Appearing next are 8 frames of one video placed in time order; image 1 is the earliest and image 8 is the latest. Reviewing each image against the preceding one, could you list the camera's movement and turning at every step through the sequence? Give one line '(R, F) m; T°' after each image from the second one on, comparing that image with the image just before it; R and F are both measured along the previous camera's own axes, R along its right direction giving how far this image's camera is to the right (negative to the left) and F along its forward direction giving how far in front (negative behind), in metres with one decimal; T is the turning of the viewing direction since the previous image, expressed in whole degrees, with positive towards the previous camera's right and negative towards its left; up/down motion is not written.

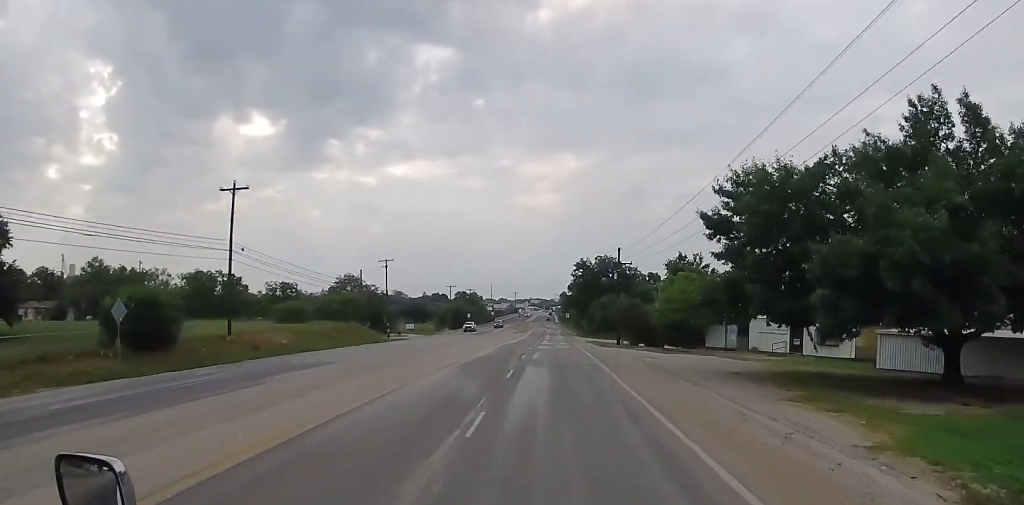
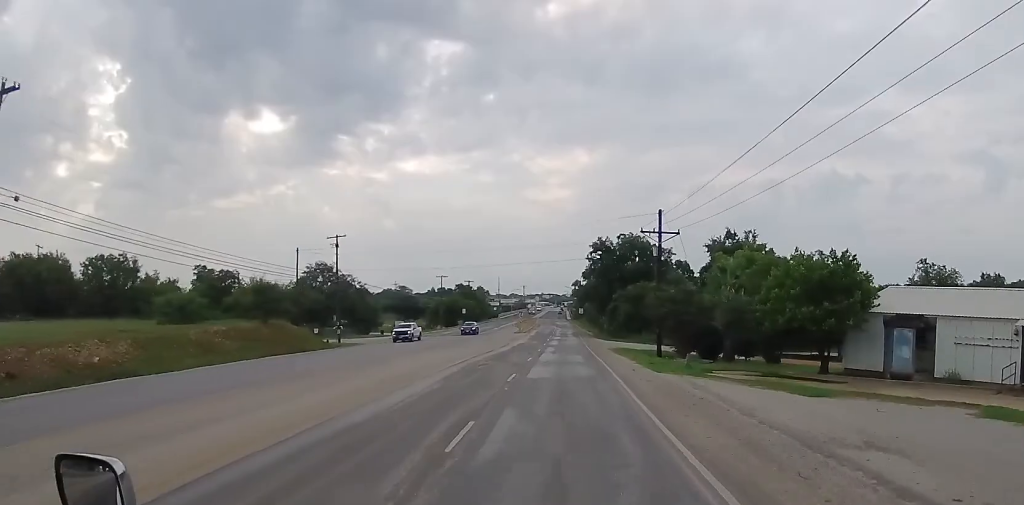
(-0.5, +25.0) m; +1°
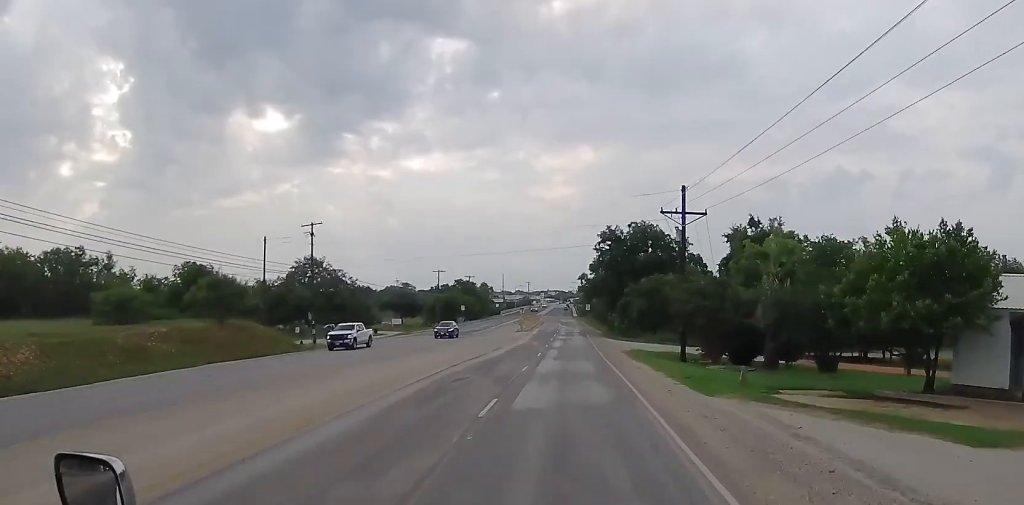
(+0.1, +8.4) m; +1°
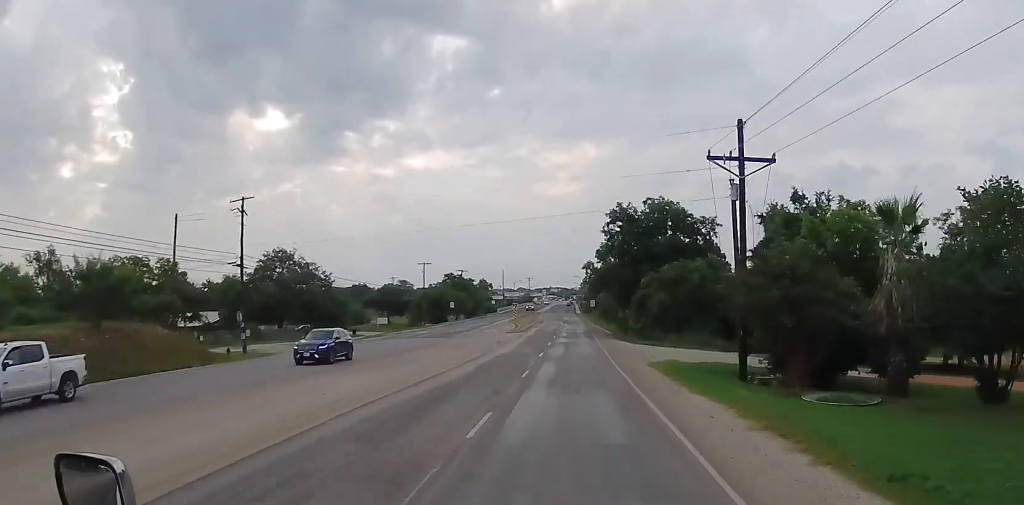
(+0.2, +14.5) m; +1°
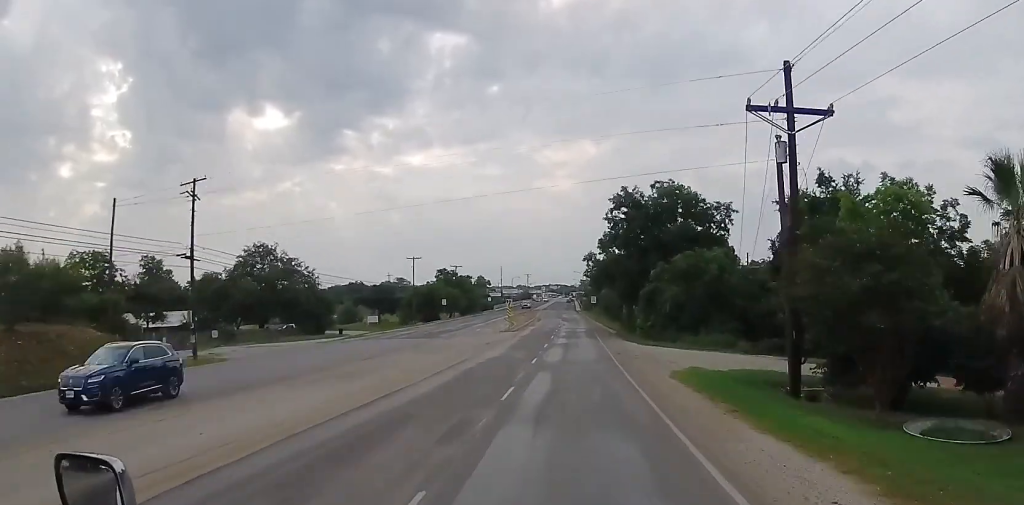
(+0.1, +6.9) m; 0°
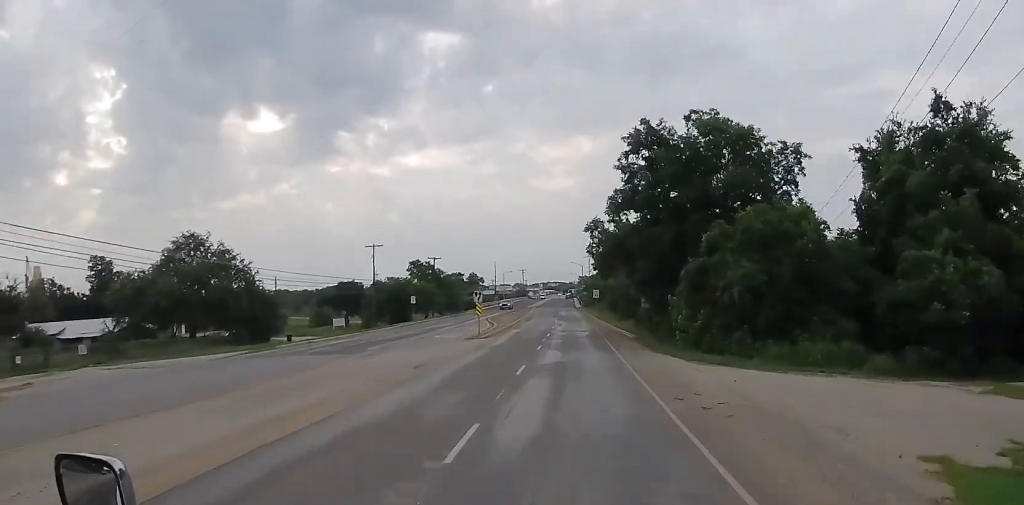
(-0.1, +19.8) m; -1°
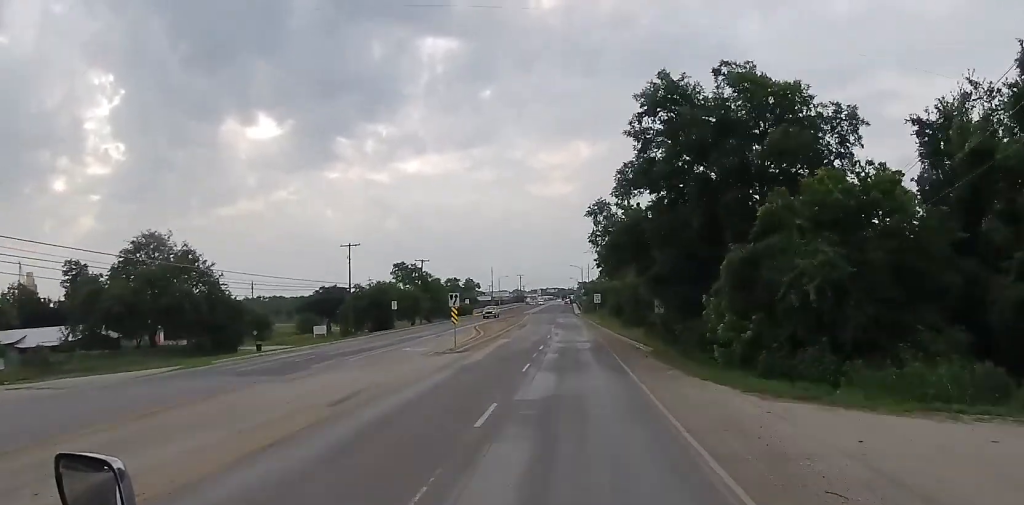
(-0.1, +9.0) m; -1°
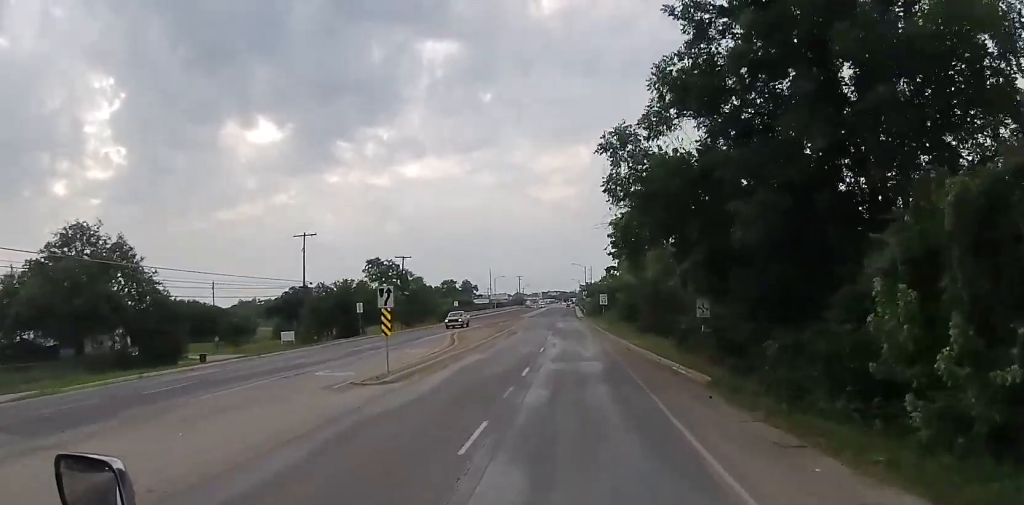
(-0.1, +13.9) m; -1°
